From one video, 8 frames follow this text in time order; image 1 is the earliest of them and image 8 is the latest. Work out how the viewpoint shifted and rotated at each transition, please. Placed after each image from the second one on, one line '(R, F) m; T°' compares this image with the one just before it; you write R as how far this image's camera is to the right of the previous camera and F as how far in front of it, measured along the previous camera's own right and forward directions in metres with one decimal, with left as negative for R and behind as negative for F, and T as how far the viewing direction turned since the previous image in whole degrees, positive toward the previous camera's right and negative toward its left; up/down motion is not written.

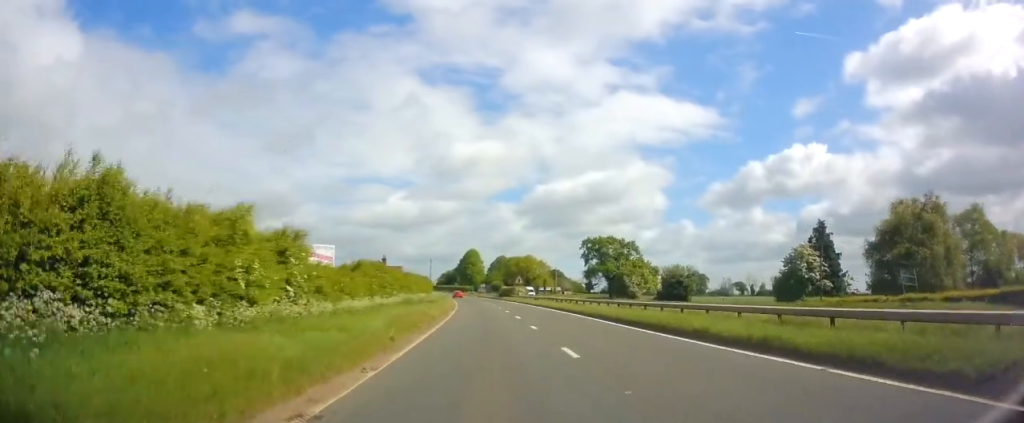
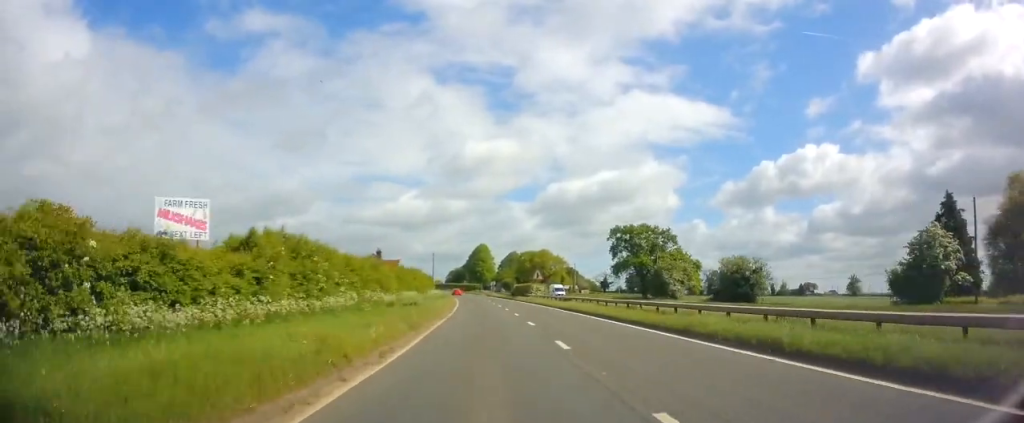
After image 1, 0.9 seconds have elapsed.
(-0.1, +16.1) m; -1°
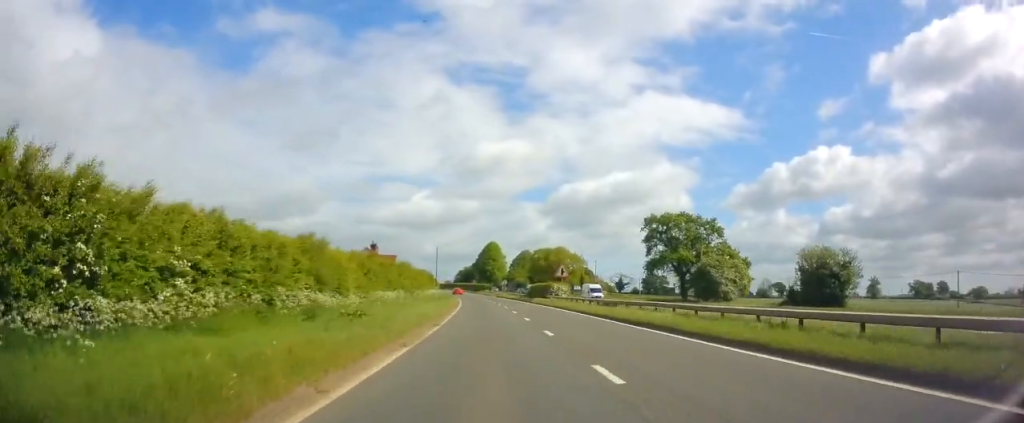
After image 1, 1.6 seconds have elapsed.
(-0.1, +13.7) m; -1°
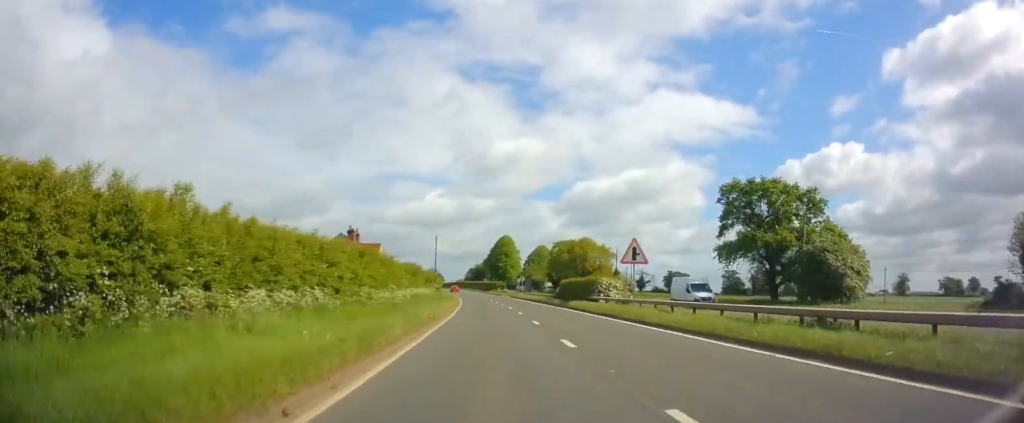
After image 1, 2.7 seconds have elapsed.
(-0.2, +21.3) m; -2°
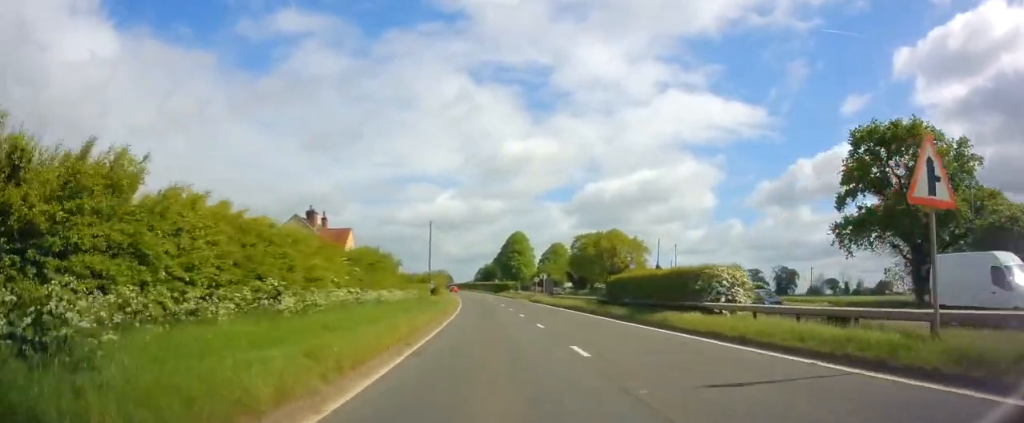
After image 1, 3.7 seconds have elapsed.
(-0.3, +19.1) m; -2°
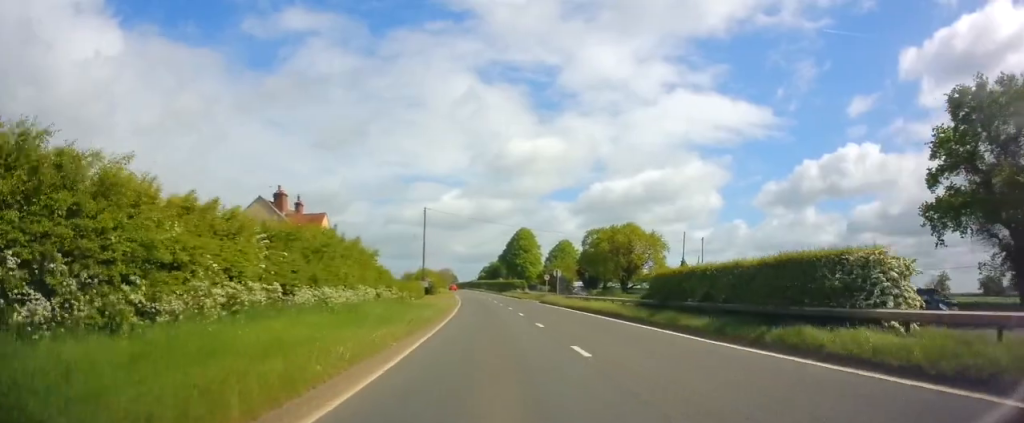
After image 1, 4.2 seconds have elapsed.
(-0.1, +8.9) m; 0°
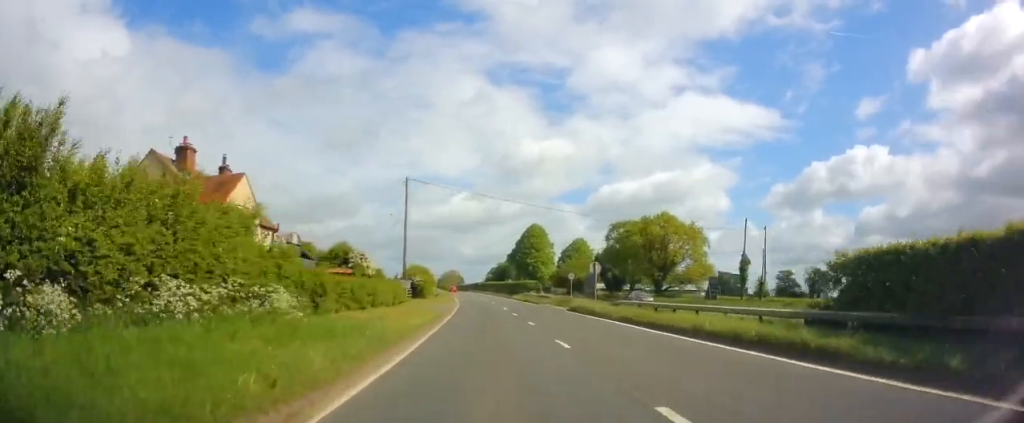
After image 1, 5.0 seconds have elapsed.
(-0.1, +15.4) m; 0°
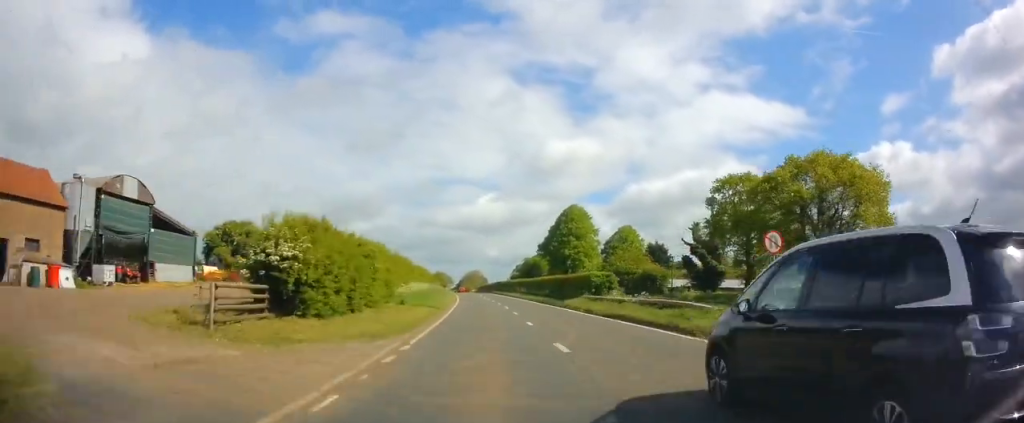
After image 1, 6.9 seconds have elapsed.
(-0.6, +36.3) m; -3°
